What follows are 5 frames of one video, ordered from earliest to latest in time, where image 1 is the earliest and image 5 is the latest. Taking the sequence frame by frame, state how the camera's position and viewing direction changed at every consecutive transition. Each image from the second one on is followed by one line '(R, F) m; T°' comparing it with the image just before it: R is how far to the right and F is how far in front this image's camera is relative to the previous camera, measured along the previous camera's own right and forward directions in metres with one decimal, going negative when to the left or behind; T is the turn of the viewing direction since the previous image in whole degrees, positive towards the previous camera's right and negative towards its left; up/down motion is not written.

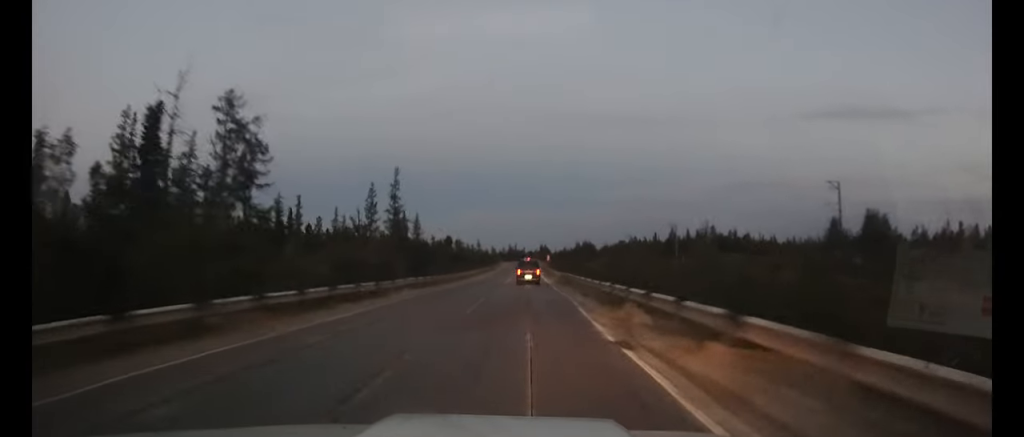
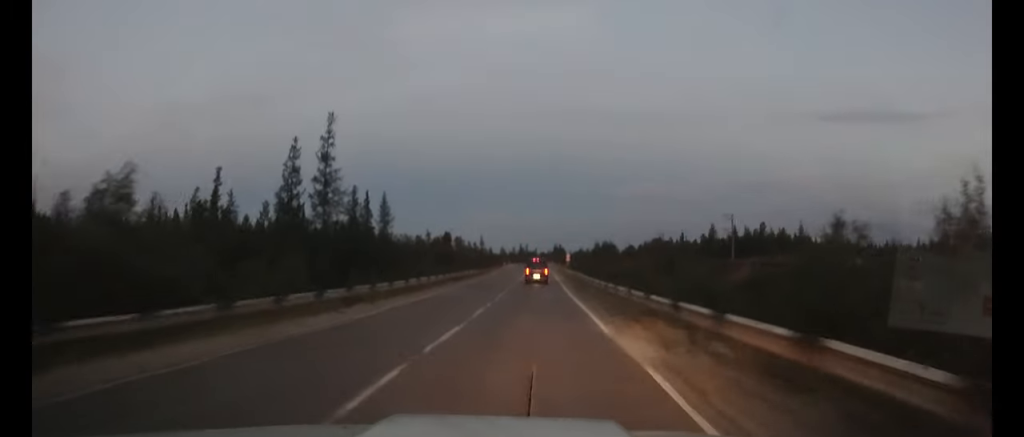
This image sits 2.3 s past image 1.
(0.0, +40.7) m; 0°
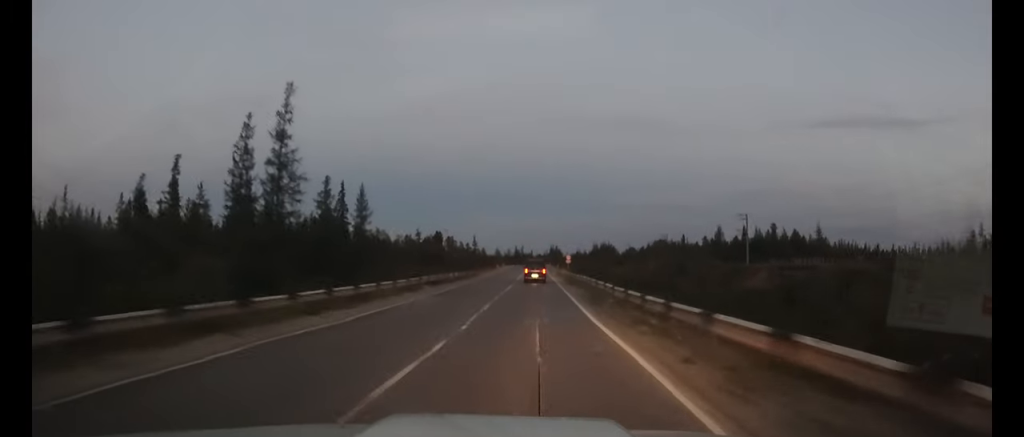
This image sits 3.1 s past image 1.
(-0.1, +12.0) m; 0°
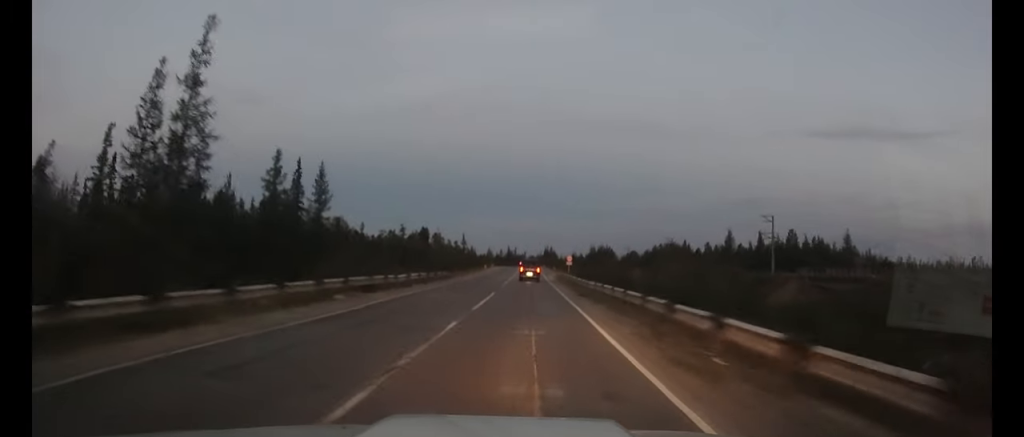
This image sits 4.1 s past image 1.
(0.0, +15.7) m; 0°
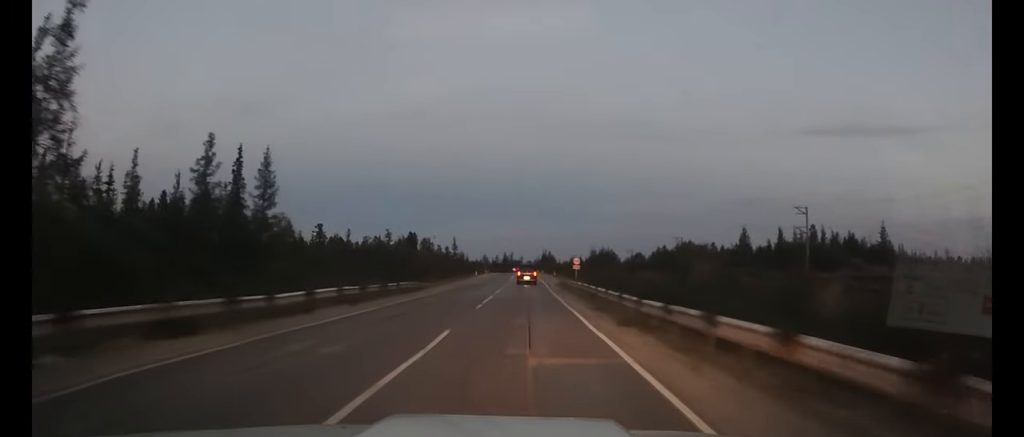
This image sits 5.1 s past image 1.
(+0.1, +14.2) m; 0°
